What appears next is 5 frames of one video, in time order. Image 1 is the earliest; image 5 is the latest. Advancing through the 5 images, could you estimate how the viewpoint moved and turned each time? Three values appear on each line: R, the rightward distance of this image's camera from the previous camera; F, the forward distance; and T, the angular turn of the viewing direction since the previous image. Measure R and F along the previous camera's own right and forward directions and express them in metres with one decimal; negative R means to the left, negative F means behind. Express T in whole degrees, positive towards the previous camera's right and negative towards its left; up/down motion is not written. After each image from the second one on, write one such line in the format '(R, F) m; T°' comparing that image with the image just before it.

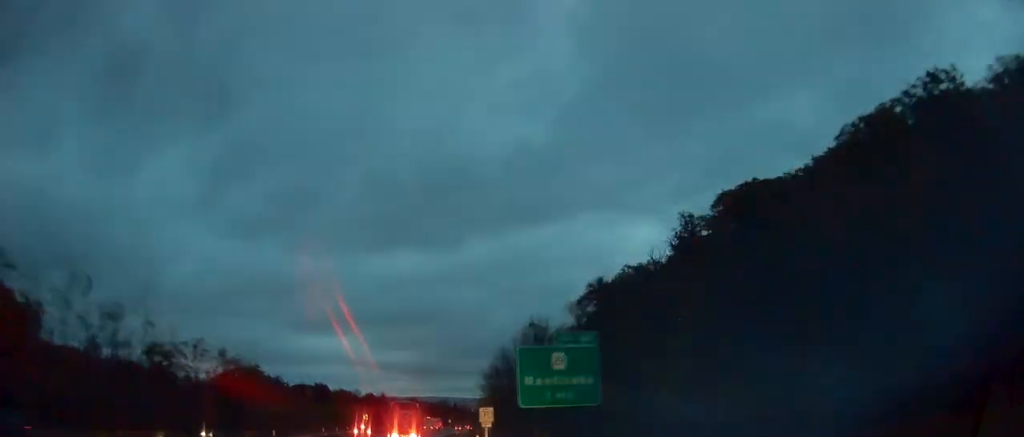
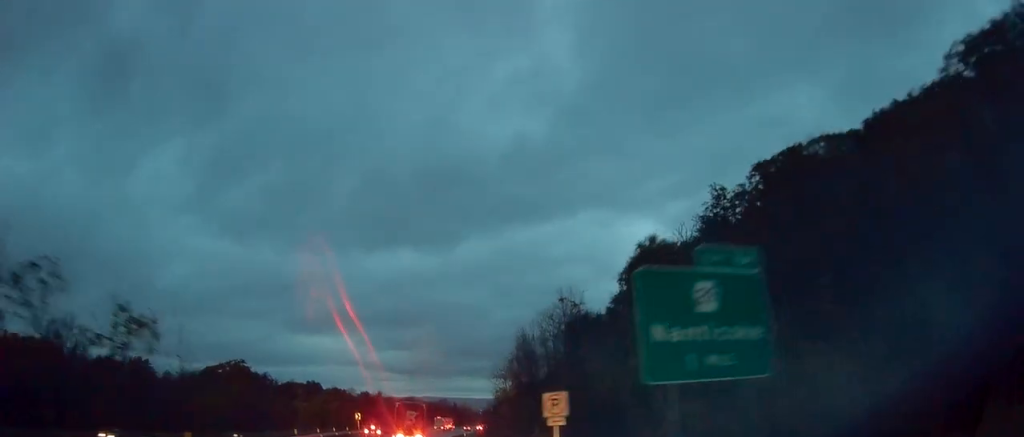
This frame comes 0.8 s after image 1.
(0.0, +16.4) m; +1°
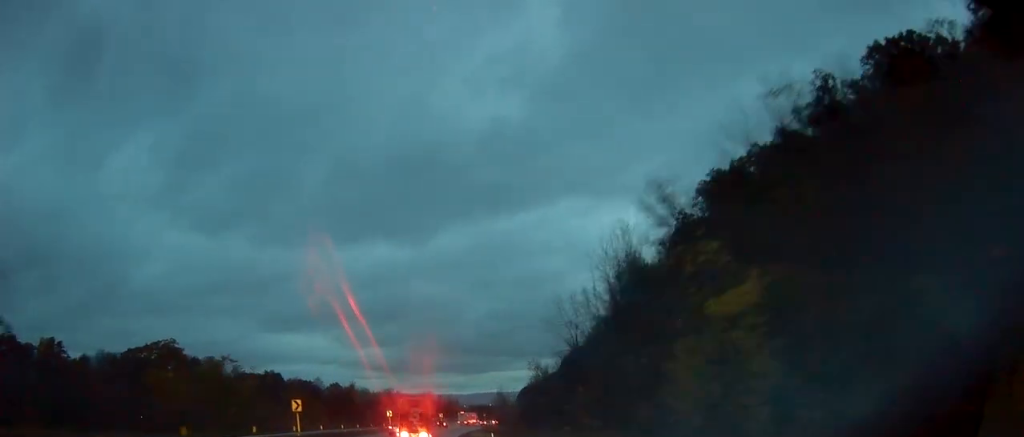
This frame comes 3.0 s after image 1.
(+0.5, +45.6) m; +1°
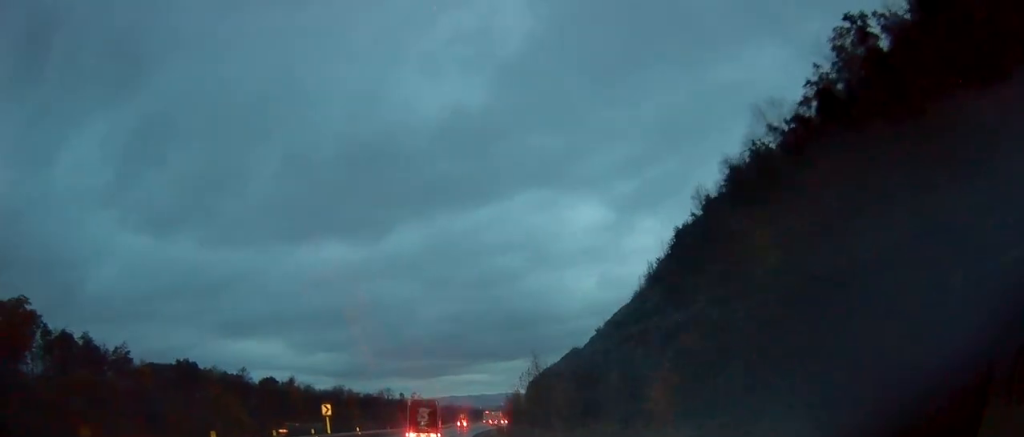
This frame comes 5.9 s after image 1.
(+2.2, +53.2) m; +5°
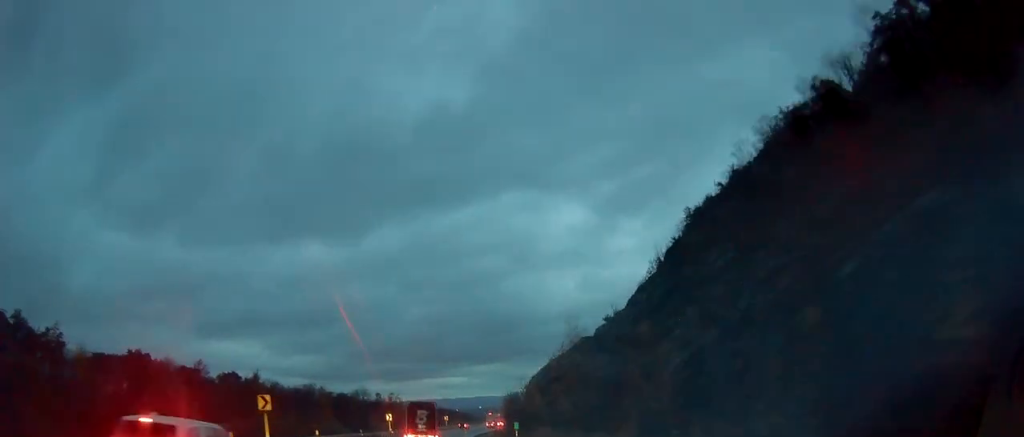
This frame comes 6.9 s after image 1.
(+0.3, +19.3) m; +2°
